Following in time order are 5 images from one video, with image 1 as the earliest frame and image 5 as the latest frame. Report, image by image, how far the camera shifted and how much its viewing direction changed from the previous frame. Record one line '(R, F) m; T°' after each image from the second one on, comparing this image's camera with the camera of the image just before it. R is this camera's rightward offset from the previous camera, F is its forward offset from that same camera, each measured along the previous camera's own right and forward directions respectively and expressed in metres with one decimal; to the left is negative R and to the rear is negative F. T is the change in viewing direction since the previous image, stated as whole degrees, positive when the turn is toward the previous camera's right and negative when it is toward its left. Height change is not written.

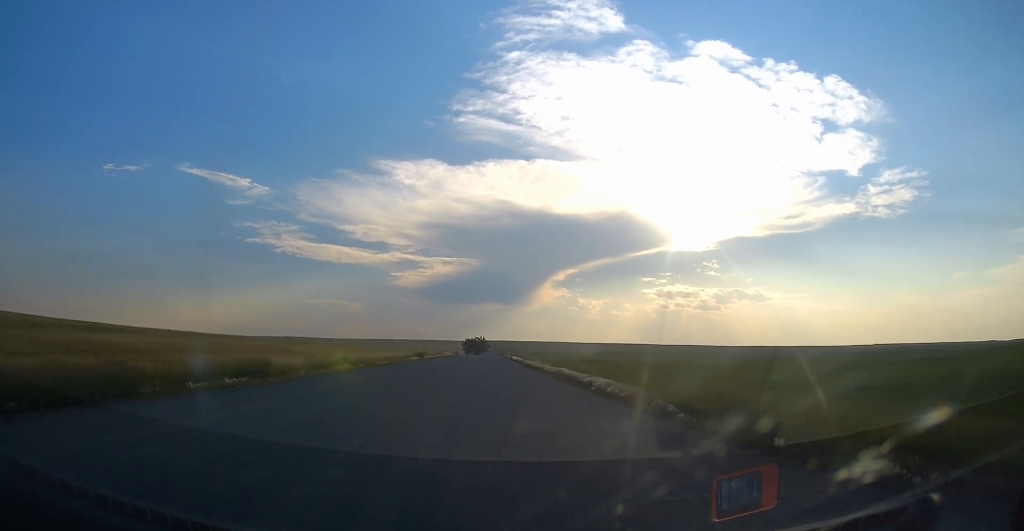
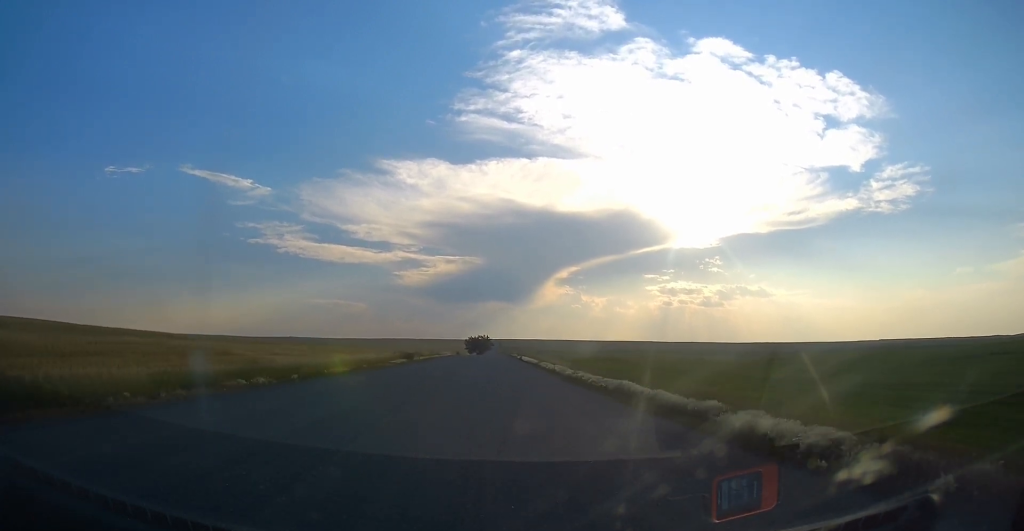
(0.0, +16.8) m; 0°
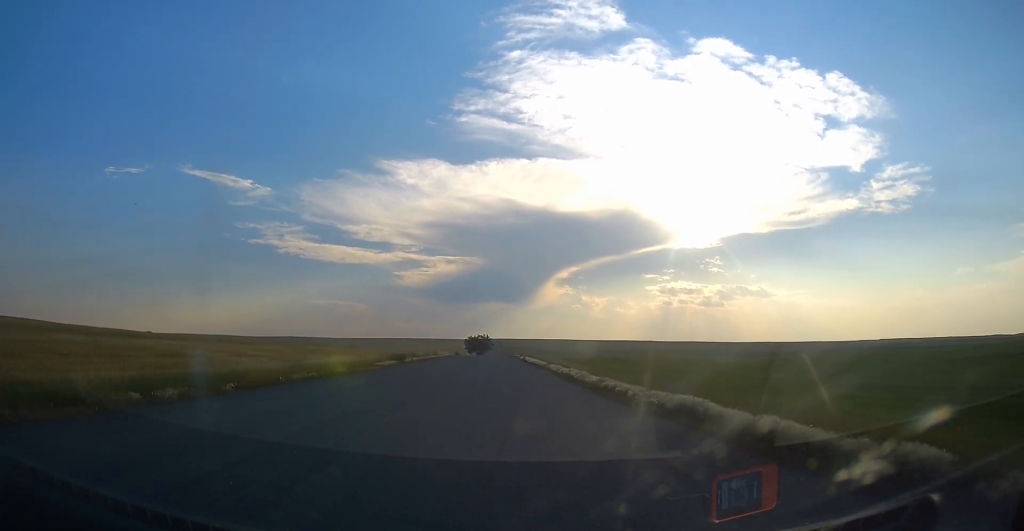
(0.0, +7.5) m; 0°
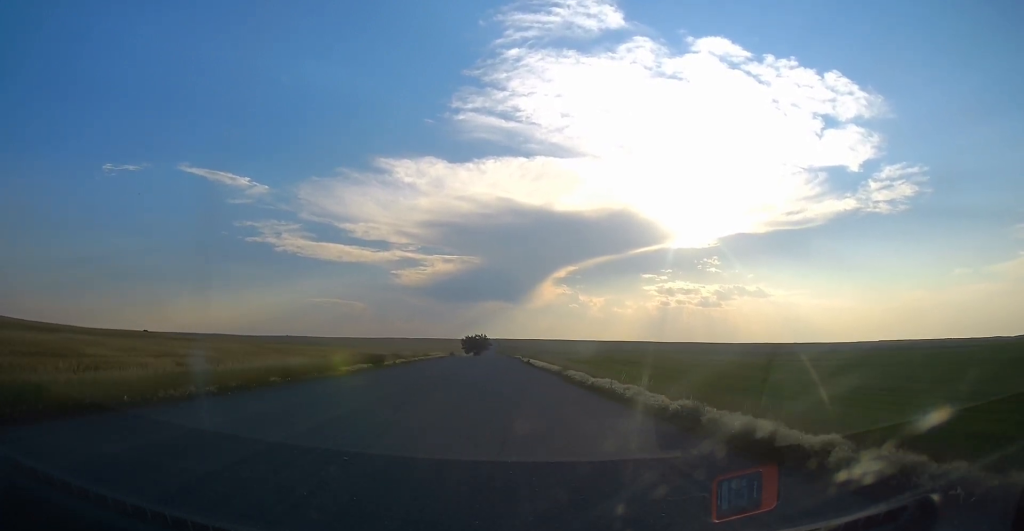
(0.0, +11.8) m; -1°
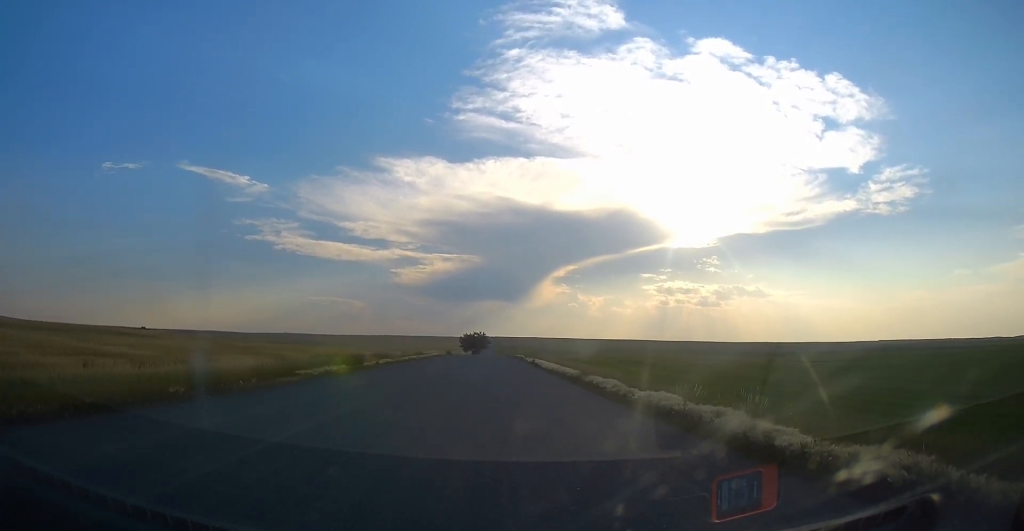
(0.0, +8.6) m; -1°
